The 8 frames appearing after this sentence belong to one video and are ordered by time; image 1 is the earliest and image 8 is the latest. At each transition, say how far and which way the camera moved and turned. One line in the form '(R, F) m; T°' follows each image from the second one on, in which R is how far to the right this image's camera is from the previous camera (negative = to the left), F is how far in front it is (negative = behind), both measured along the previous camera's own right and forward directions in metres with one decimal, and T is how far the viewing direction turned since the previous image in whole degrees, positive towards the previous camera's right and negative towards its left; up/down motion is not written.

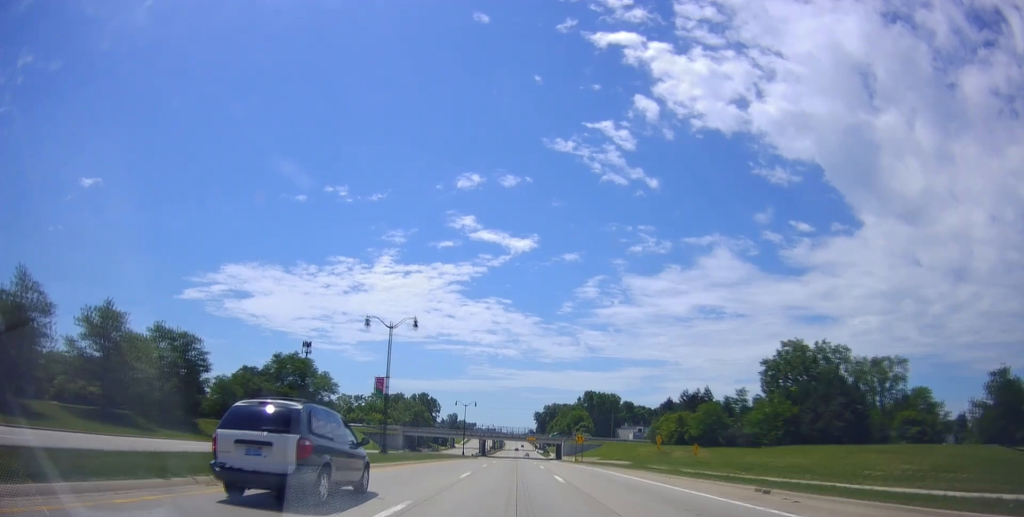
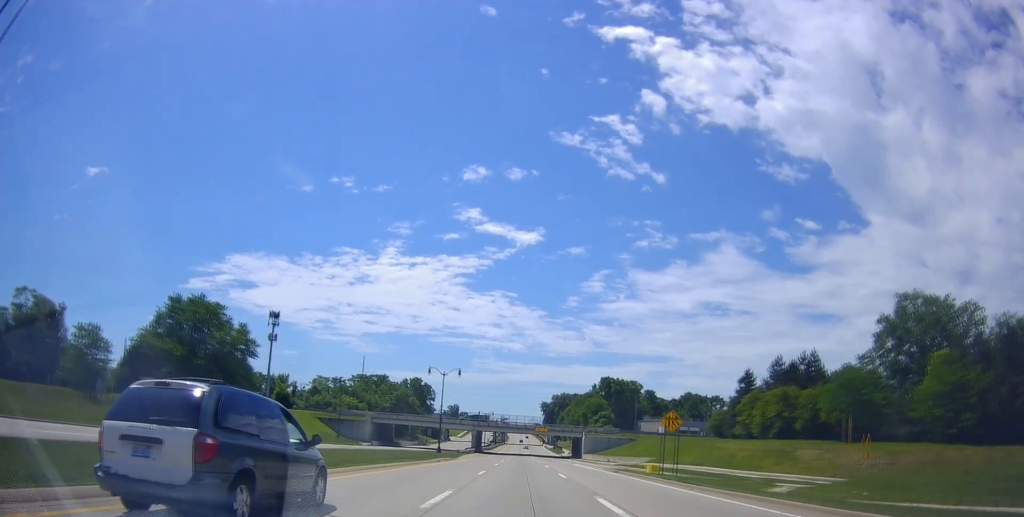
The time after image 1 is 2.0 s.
(-0.3, +40.9) m; -1°
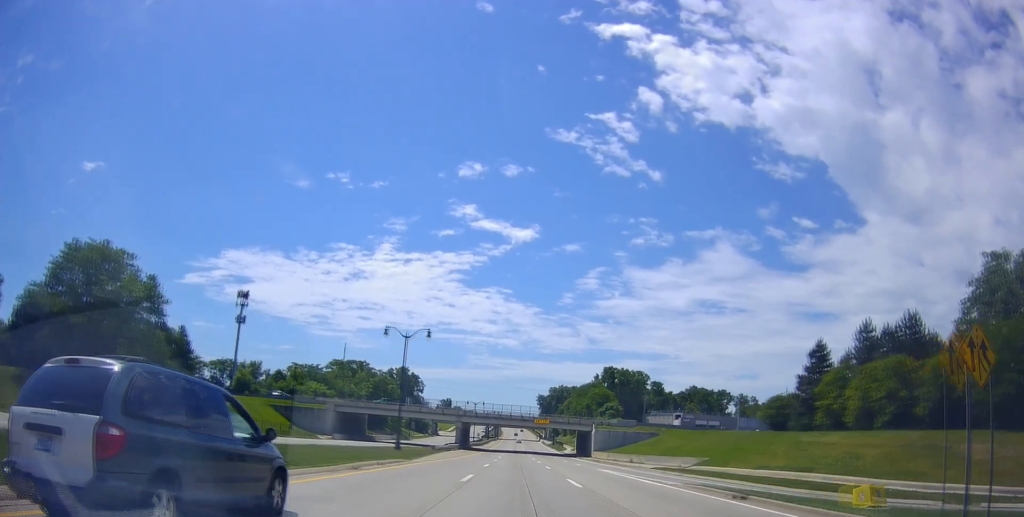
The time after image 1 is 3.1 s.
(-0.1, +22.8) m; +1°
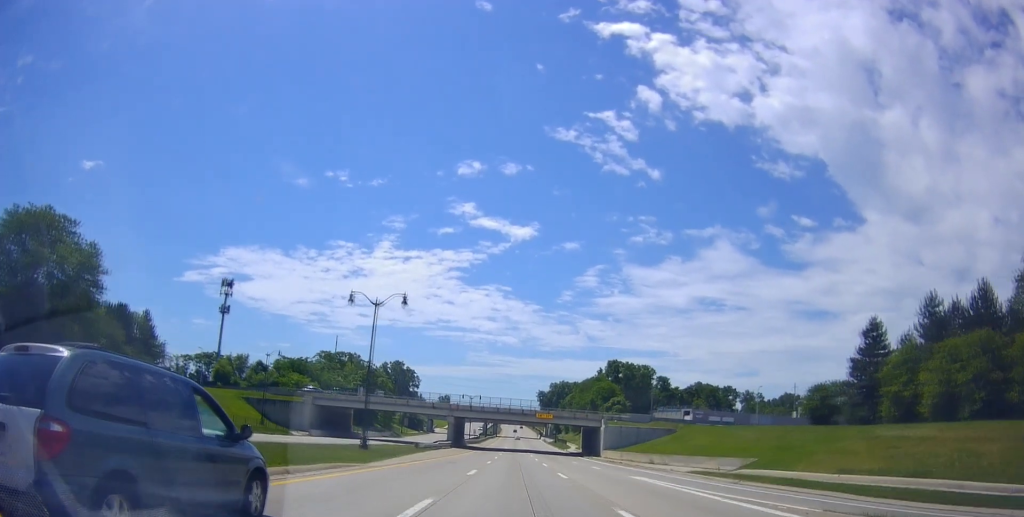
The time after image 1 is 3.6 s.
(+0.3, +11.1) m; +1°
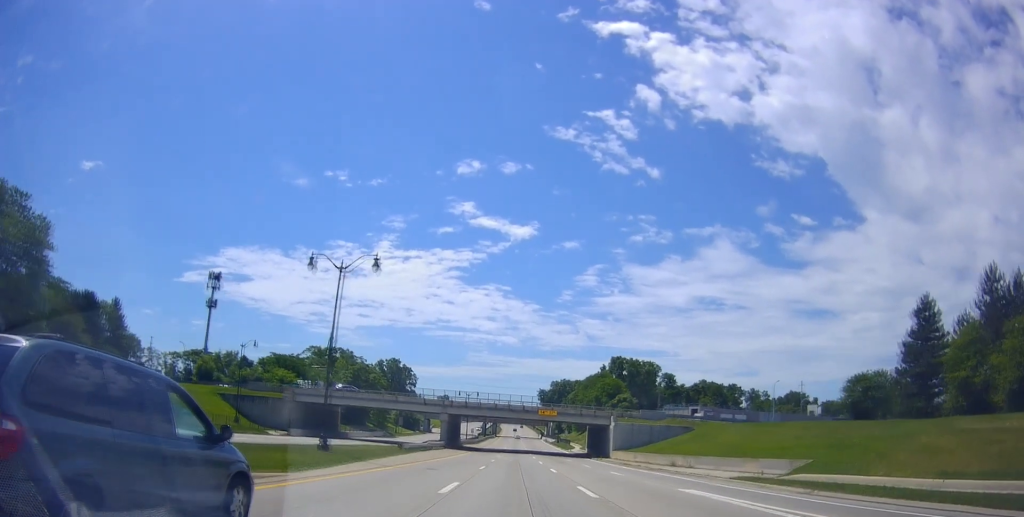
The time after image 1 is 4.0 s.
(-0.1, +8.4) m; -1°
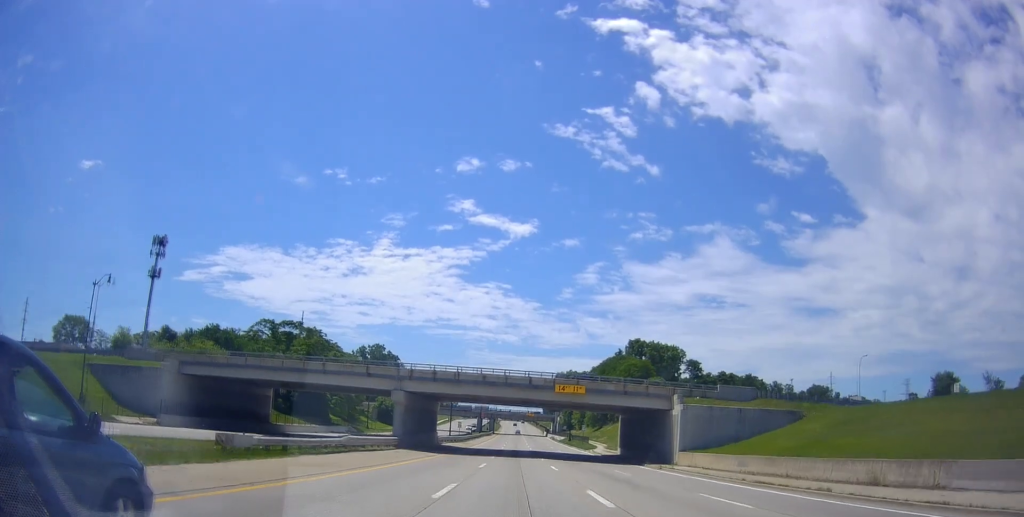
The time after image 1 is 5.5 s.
(-0.8, +31.5) m; 0°
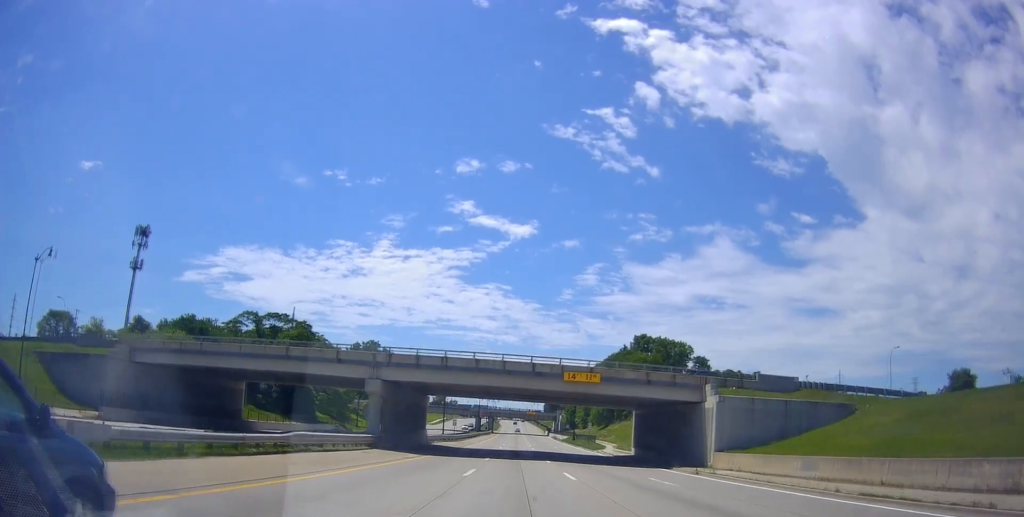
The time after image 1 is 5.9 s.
(+0.2, +8.6) m; 0°
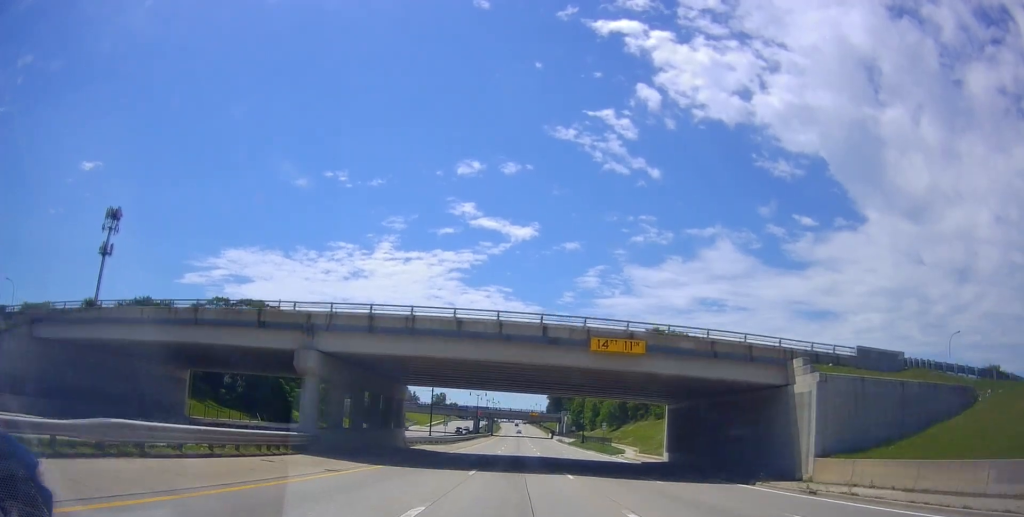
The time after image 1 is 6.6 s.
(+0.5, +13.6) m; 0°
